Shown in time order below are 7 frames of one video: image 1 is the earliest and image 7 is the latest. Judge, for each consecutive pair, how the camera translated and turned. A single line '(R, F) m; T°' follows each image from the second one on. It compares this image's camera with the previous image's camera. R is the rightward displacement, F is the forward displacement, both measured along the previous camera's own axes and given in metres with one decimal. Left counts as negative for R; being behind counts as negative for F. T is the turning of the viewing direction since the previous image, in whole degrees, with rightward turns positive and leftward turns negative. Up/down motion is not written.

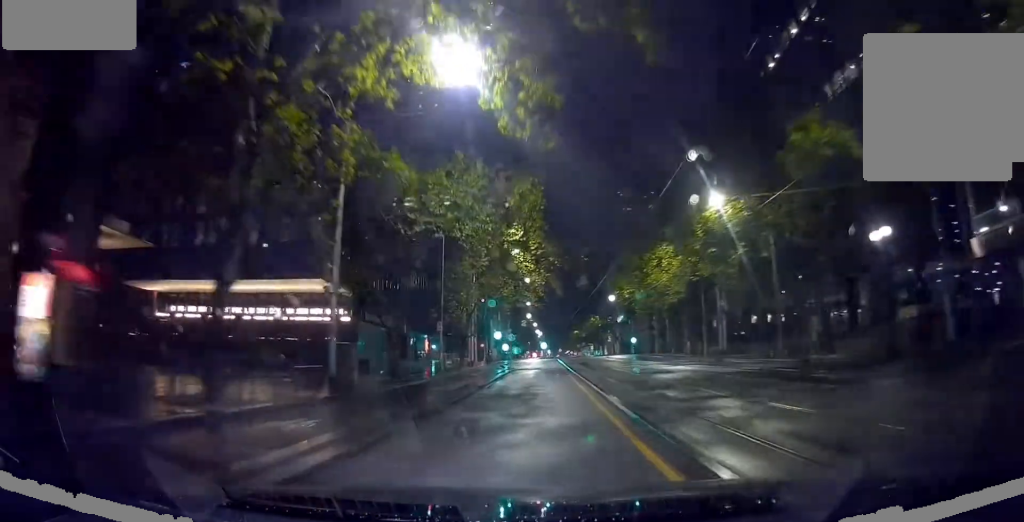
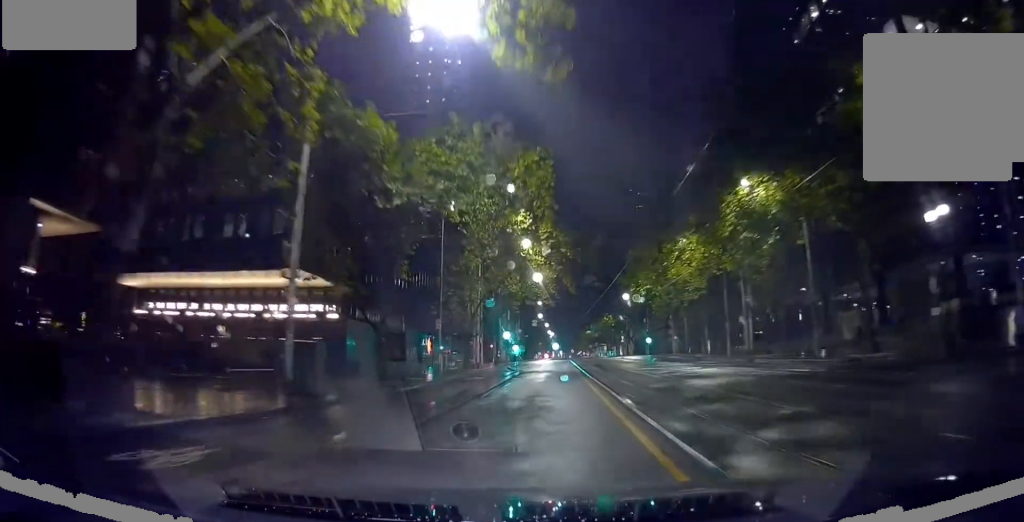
(+0.2, +3.5) m; +3°
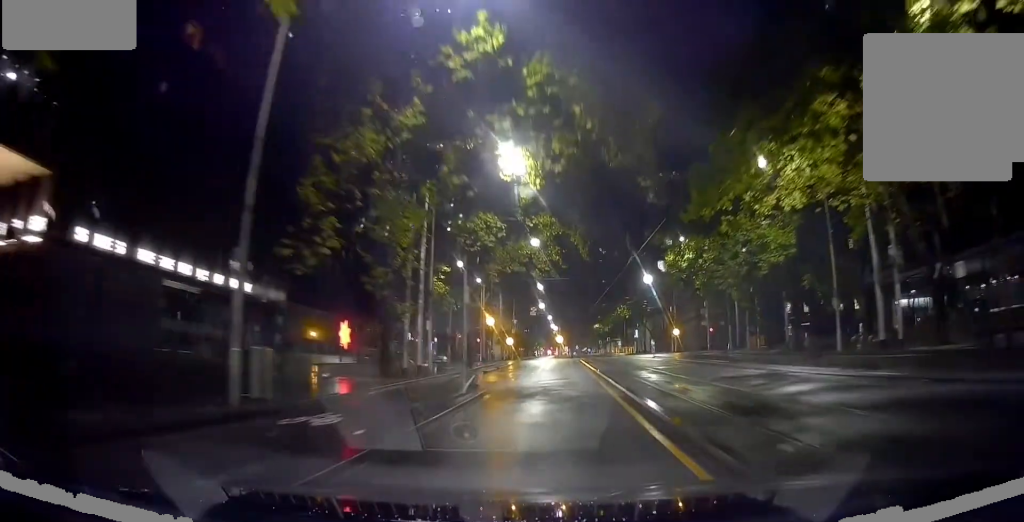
(-0.1, +18.1) m; -4°
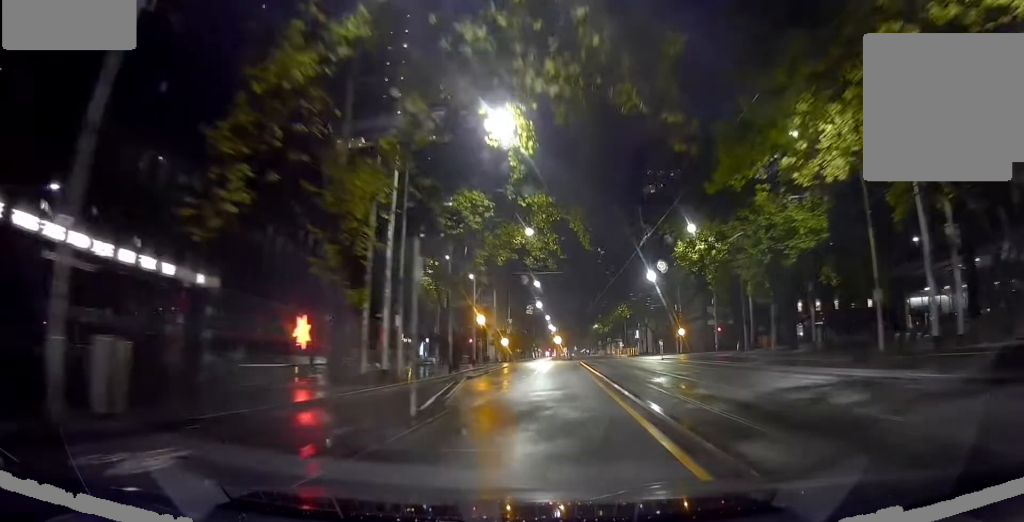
(0.0, +4.0) m; 0°
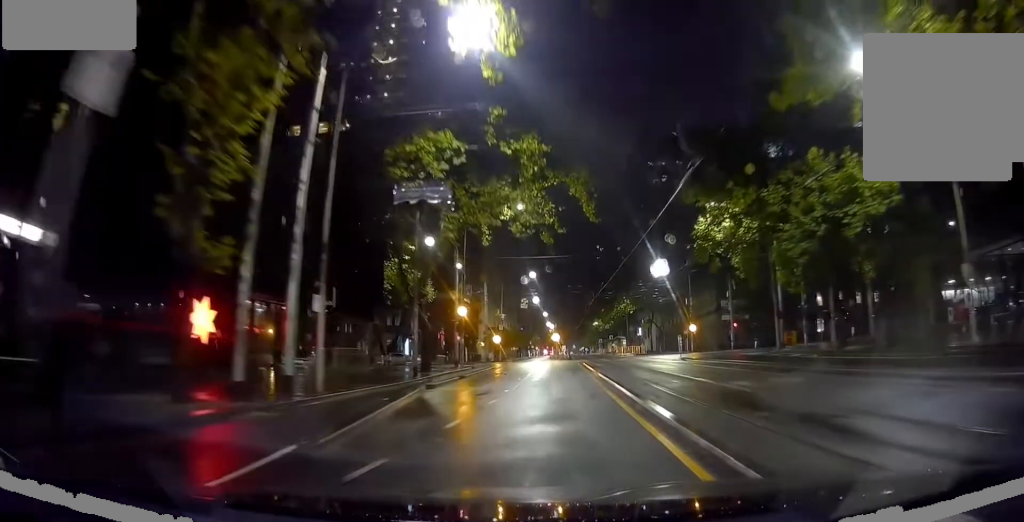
(0.0, +6.3) m; 0°
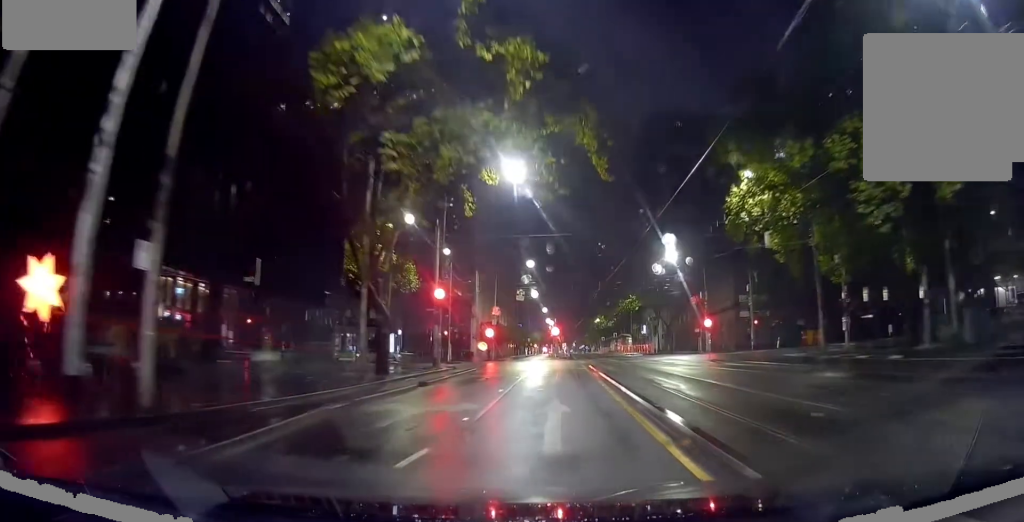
(0.0, +6.3) m; 0°
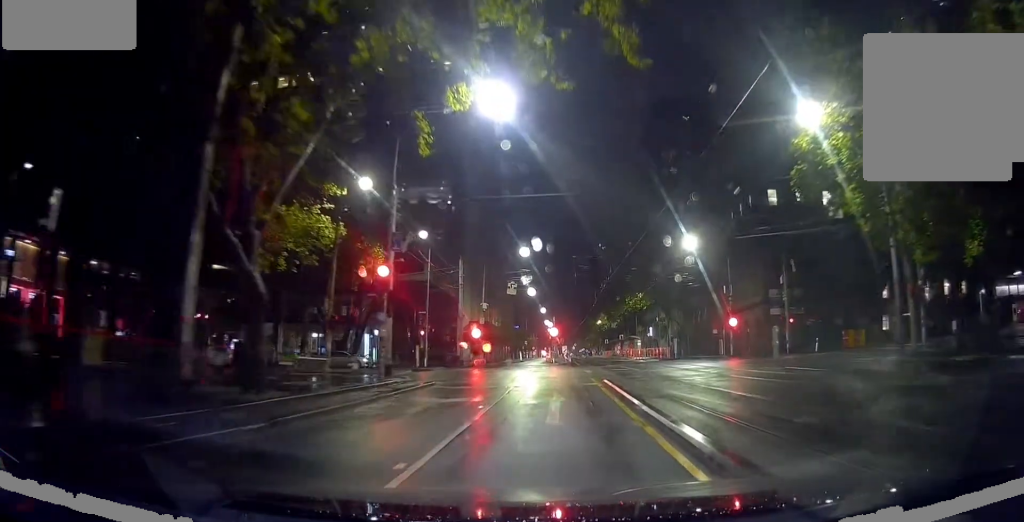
(0.0, +8.9) m; -1°
